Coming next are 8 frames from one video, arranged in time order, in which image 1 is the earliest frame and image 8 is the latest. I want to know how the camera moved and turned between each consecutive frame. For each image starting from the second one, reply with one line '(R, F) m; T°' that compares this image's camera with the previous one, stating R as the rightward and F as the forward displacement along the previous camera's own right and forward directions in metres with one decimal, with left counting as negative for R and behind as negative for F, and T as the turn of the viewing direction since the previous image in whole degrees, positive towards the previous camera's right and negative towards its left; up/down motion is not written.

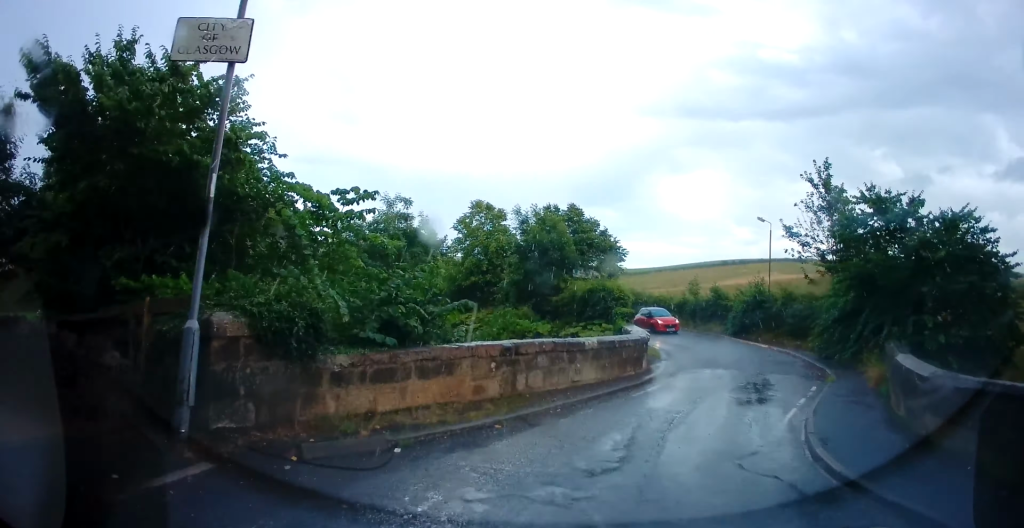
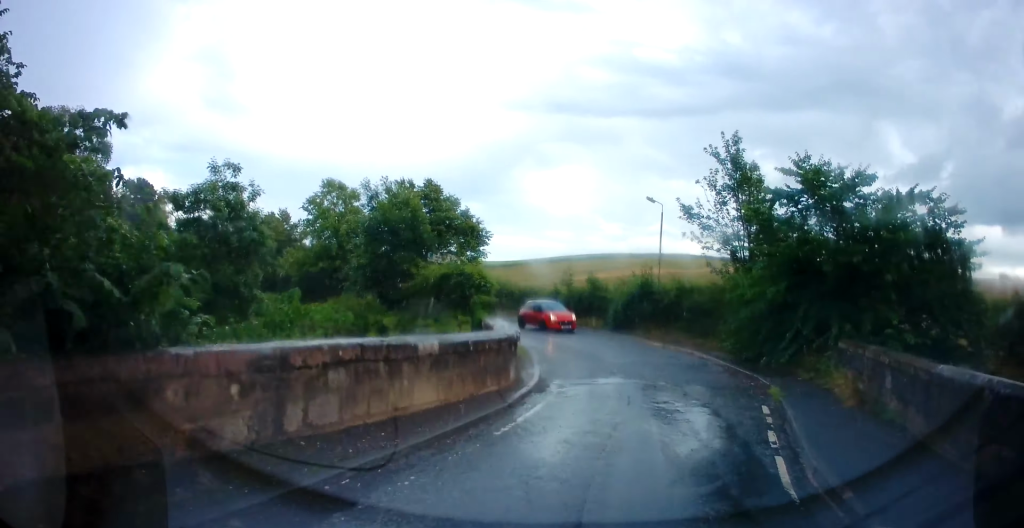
(+0.6, +4.0) m; +12°
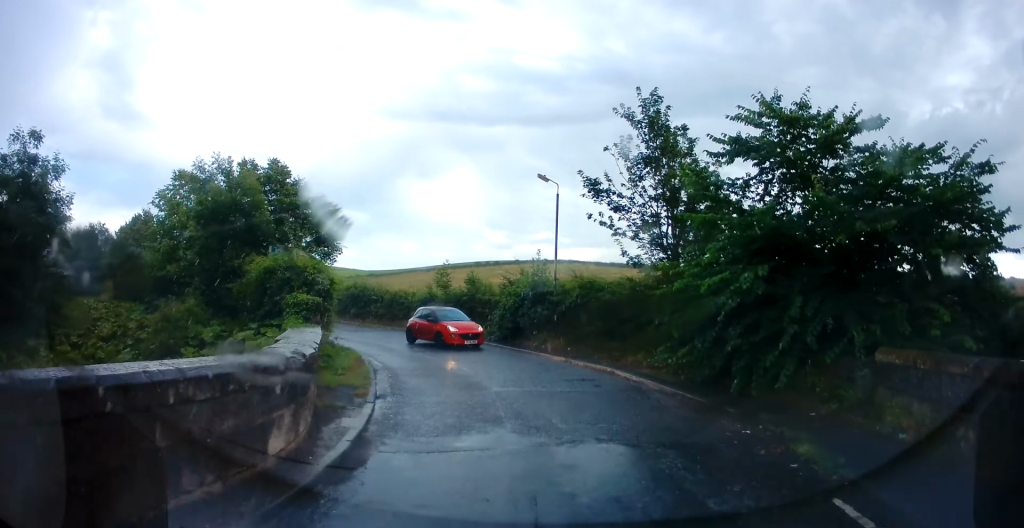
(+0.5, +5.3) m; +3°
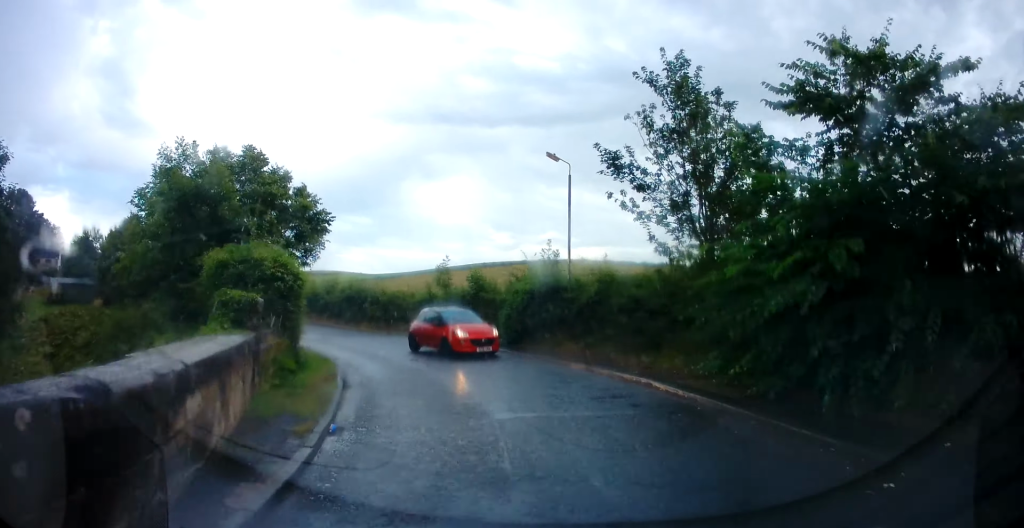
(+0.1, +2.8) m; 0°
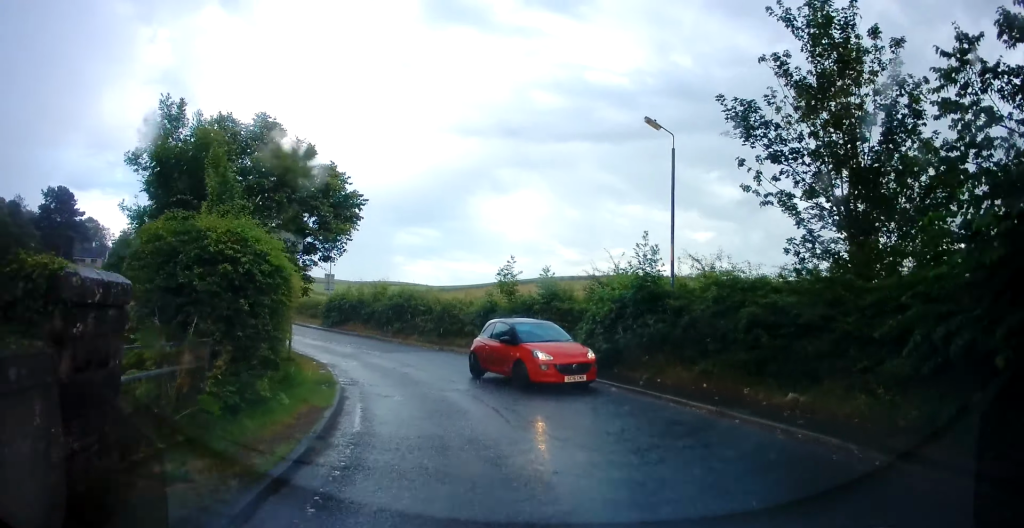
(-0.1, +4.6) m; -5°
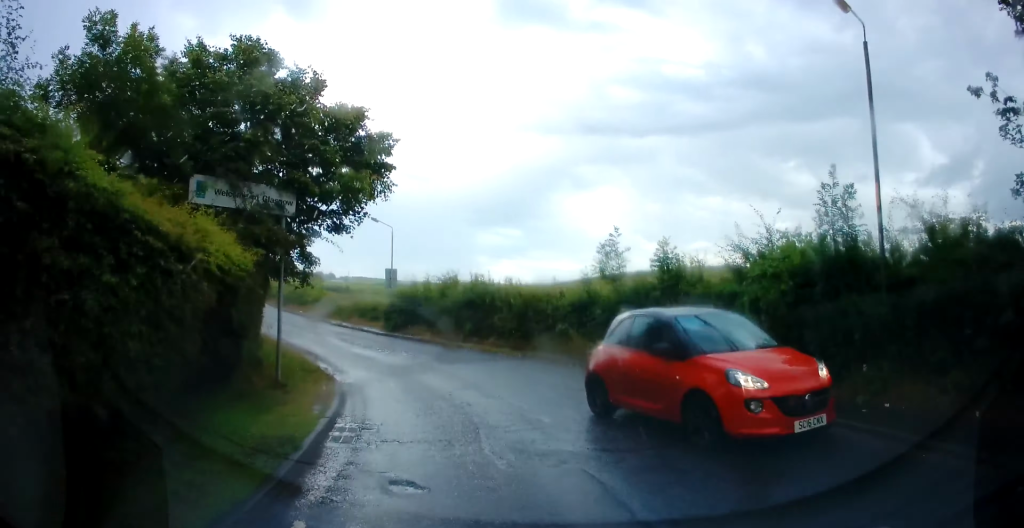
(-0.3, +5.4) m; -6°
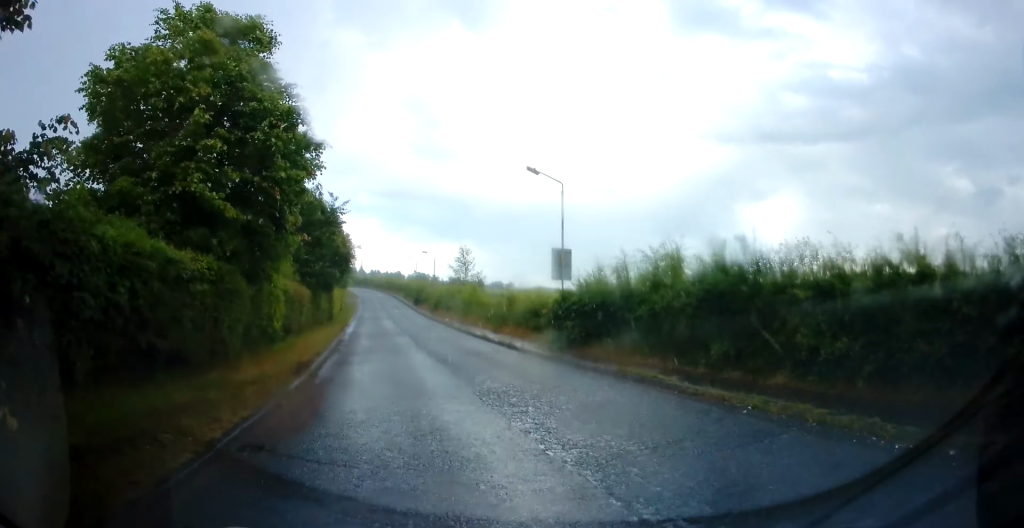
(-1.3, +12.3) m; -17°
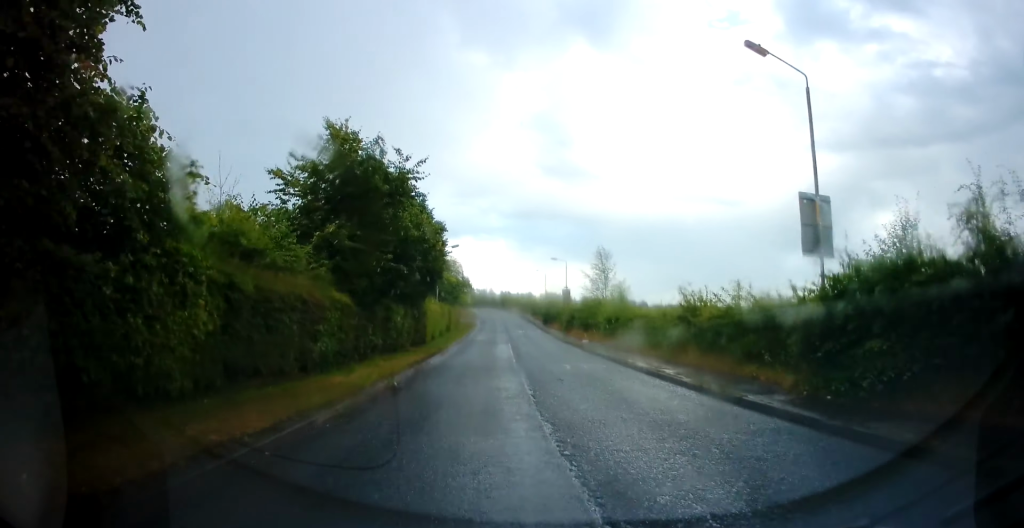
(-1.6, +10.4) m; -13°
